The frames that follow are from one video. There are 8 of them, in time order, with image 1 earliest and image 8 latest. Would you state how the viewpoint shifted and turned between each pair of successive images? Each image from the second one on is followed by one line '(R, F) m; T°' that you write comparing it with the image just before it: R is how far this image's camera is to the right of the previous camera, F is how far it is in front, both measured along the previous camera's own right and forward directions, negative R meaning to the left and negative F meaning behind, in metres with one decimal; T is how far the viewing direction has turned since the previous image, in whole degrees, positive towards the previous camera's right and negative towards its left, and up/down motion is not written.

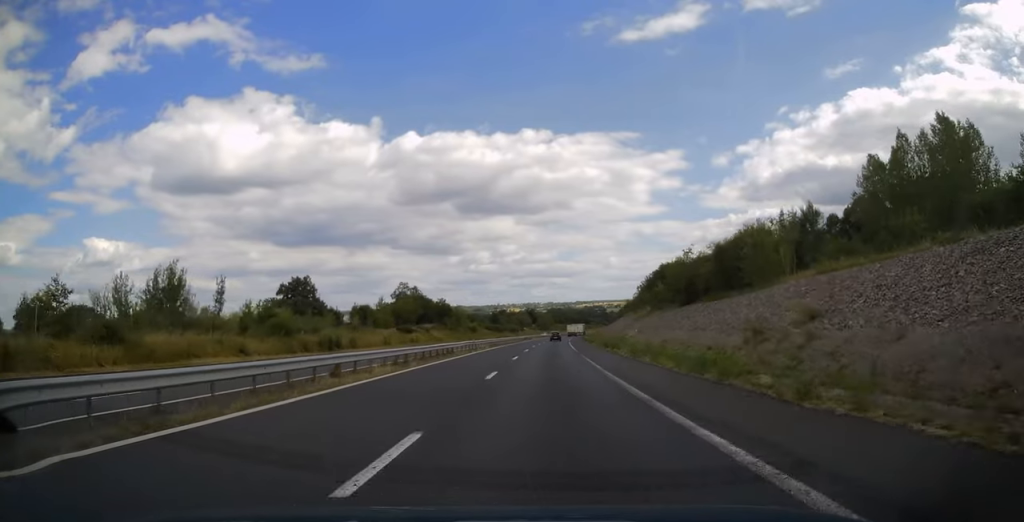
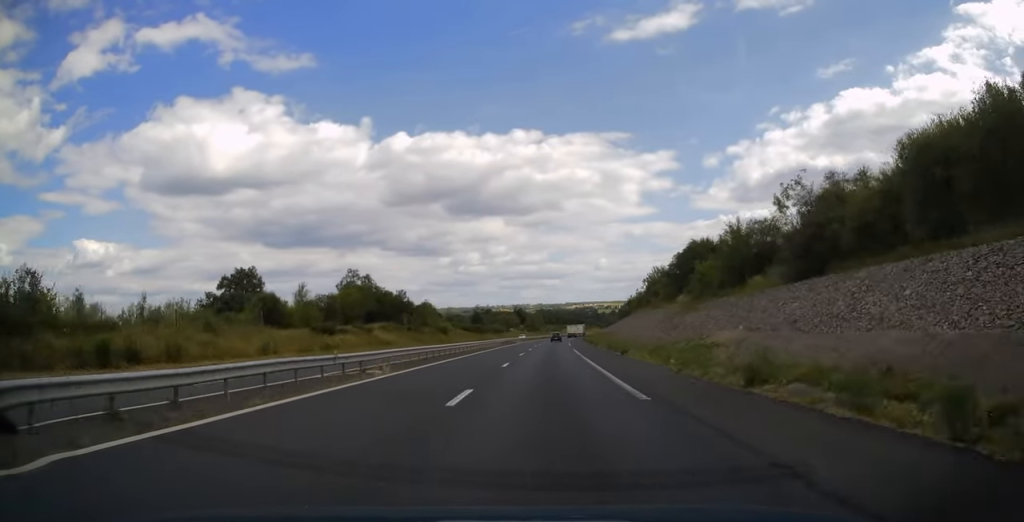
(+0.4, +33.3) m; +1°
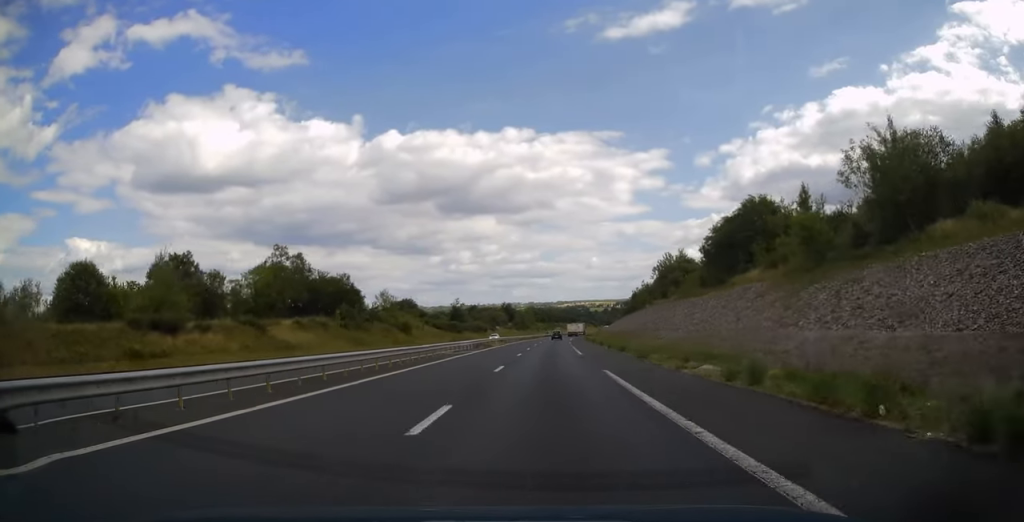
(+0.3, +29.9) m; +1°
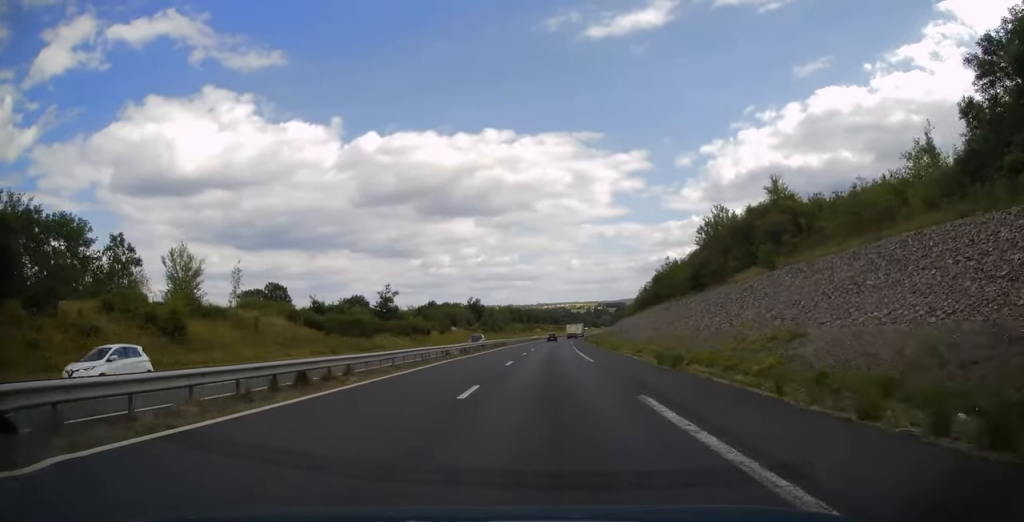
(+0.8, +61.4) m; +2°
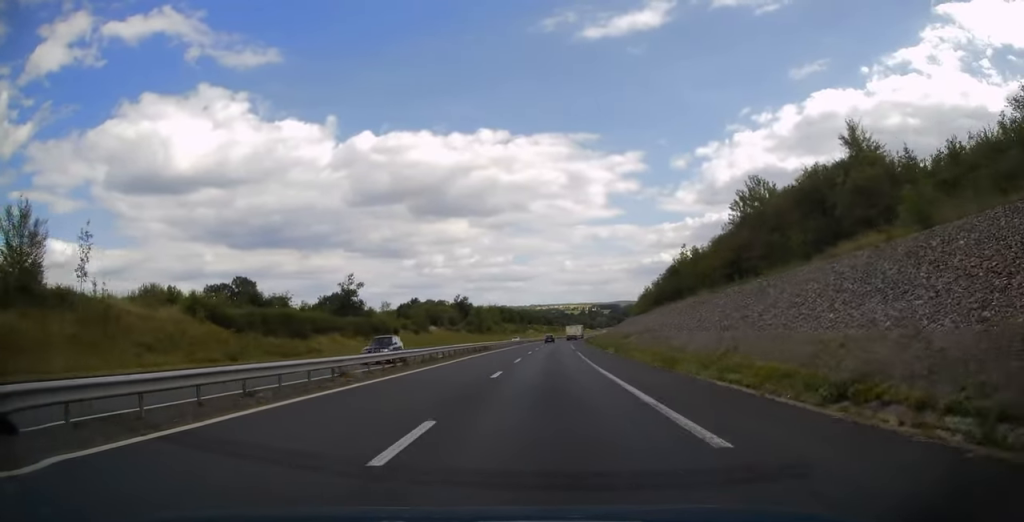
(+0.1, +19.7) m; +1°
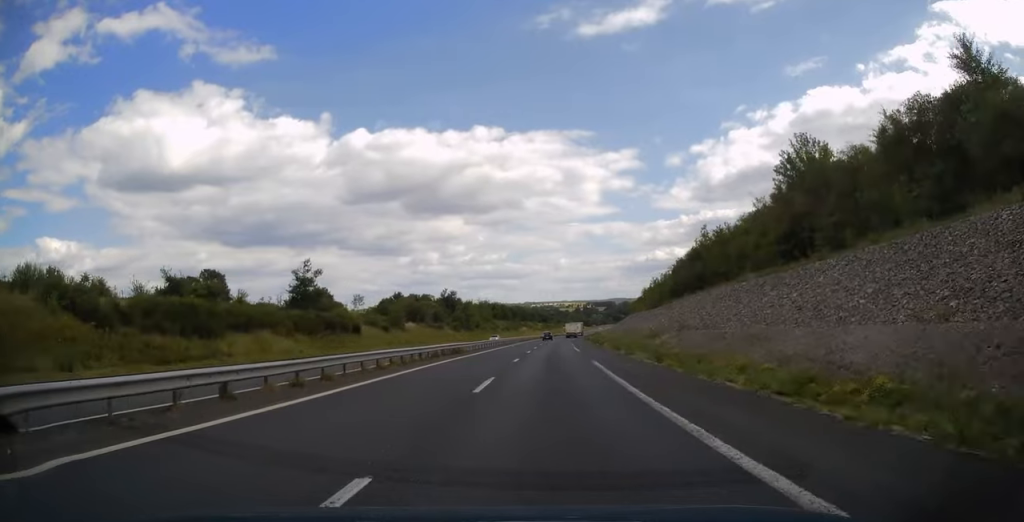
(+0.1, +16.9) m; 0°
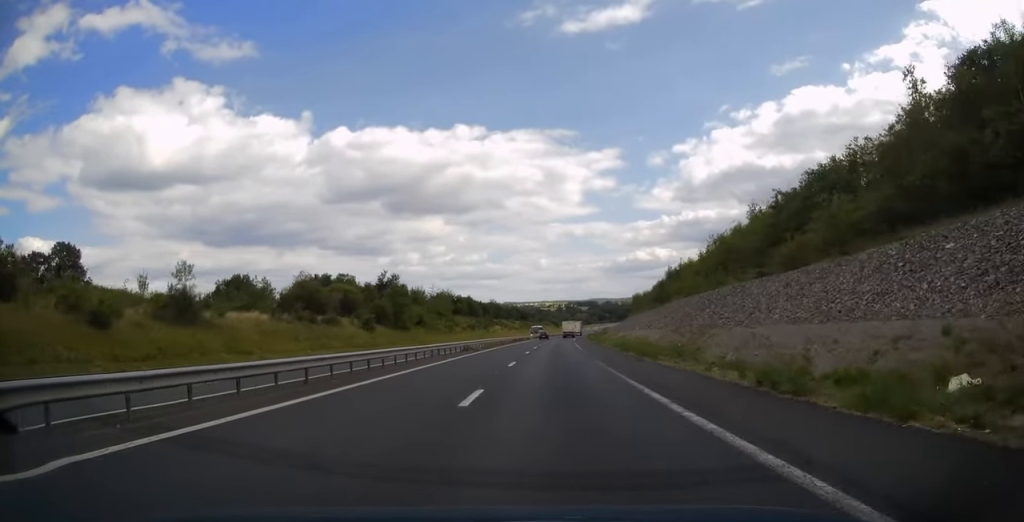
(+0.9, +57.3) m; +2°
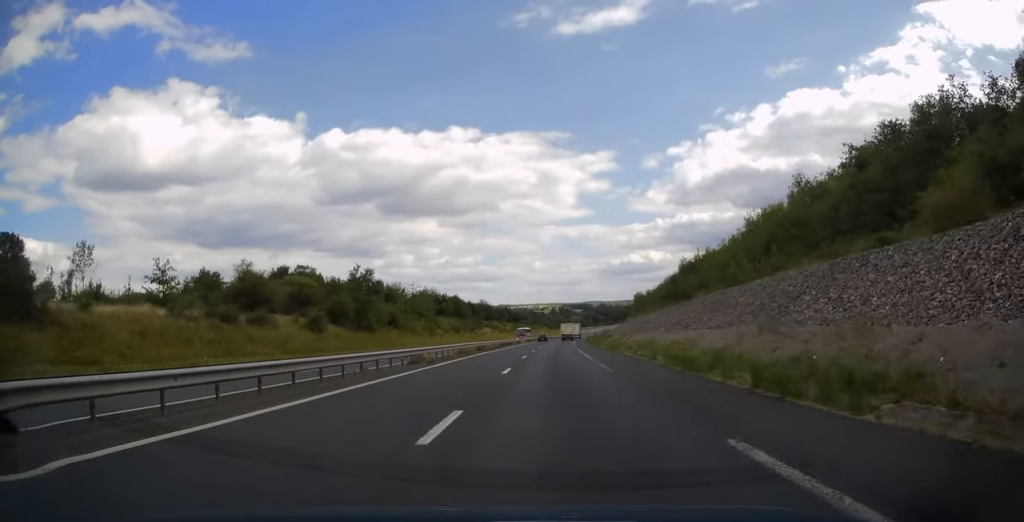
(+0.1, +16.8) m; +1°
